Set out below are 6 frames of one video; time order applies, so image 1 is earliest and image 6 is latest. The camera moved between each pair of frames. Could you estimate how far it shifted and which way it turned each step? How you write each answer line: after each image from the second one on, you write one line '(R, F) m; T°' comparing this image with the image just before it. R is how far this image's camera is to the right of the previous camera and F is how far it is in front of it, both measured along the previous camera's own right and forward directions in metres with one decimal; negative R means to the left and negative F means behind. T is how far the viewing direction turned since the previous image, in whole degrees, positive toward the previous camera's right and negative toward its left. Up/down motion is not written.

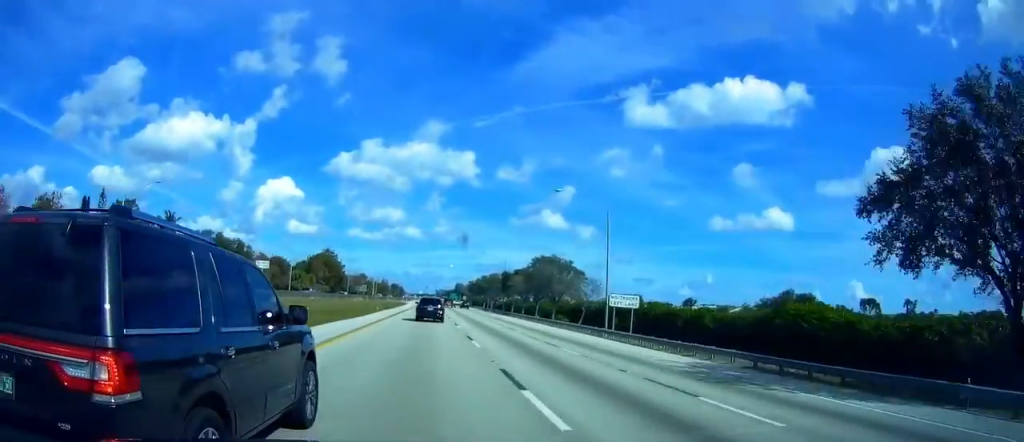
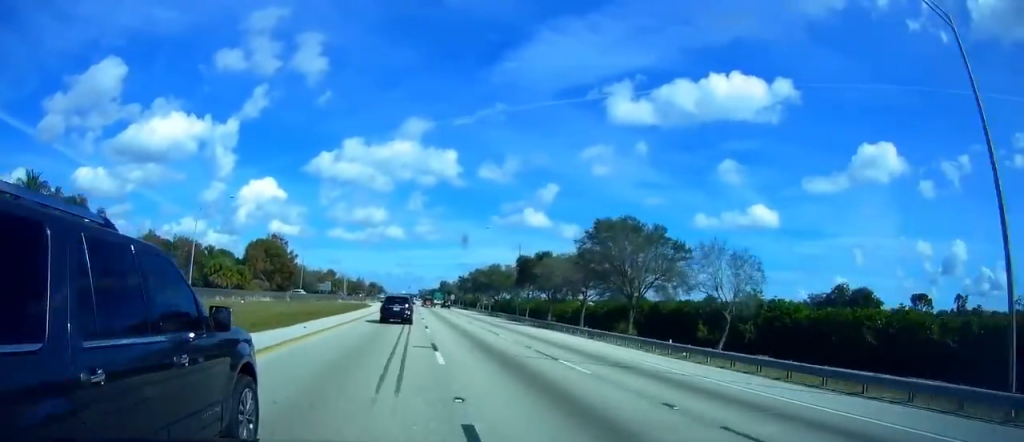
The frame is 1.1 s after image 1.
(+0.7, +41.4) m; +1°
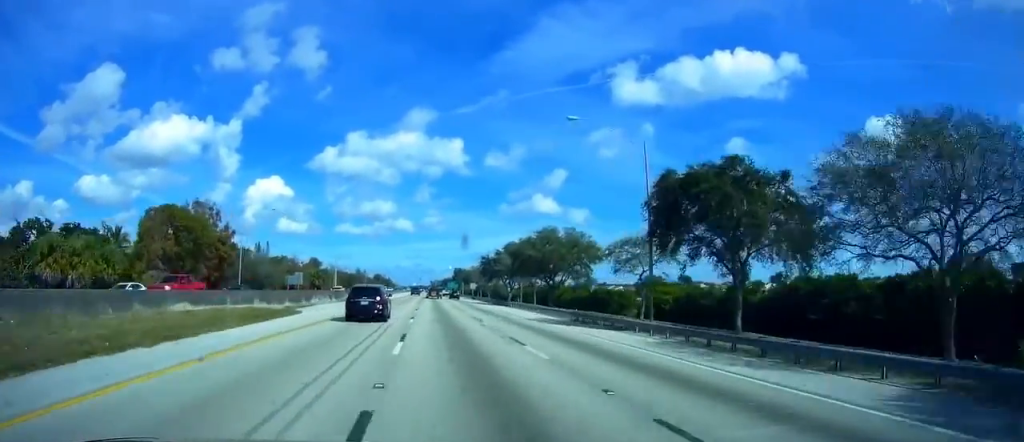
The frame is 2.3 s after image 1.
(+0.5, +48.5) m; 0°
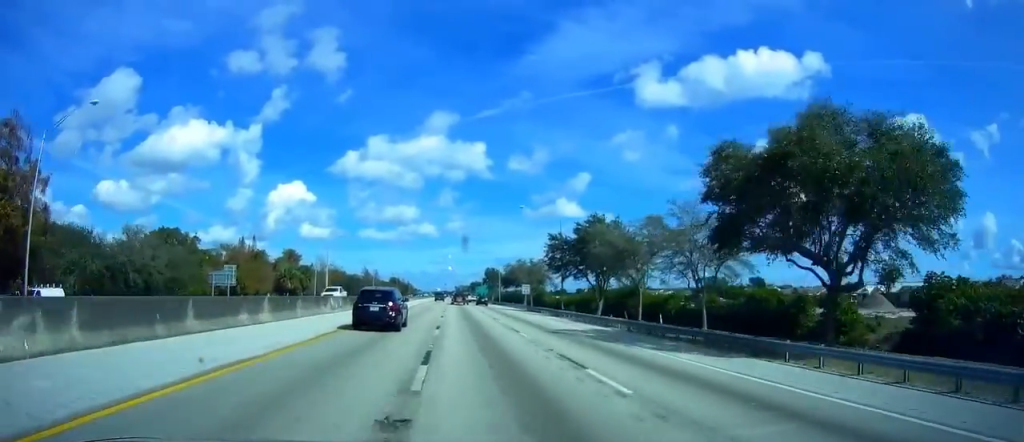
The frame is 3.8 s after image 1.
(-1.0, +54.8) m; -2°
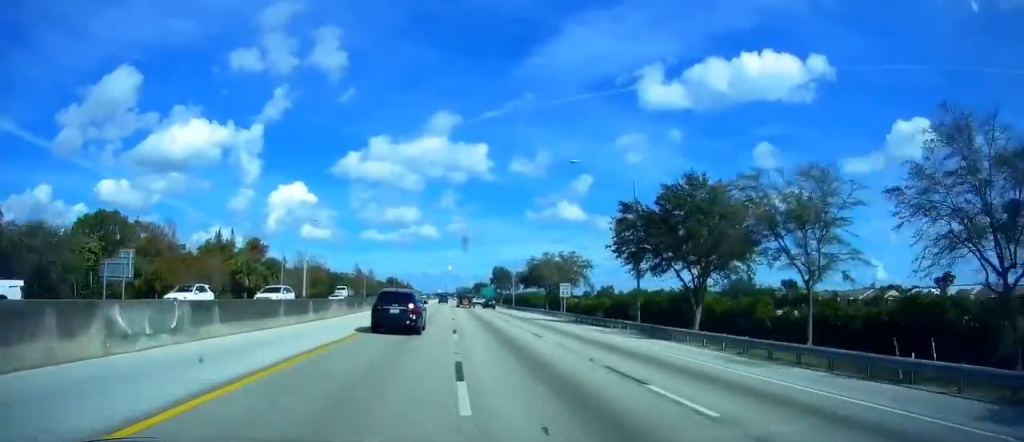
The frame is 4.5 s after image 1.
(-0.1, +26.5) m; 0°
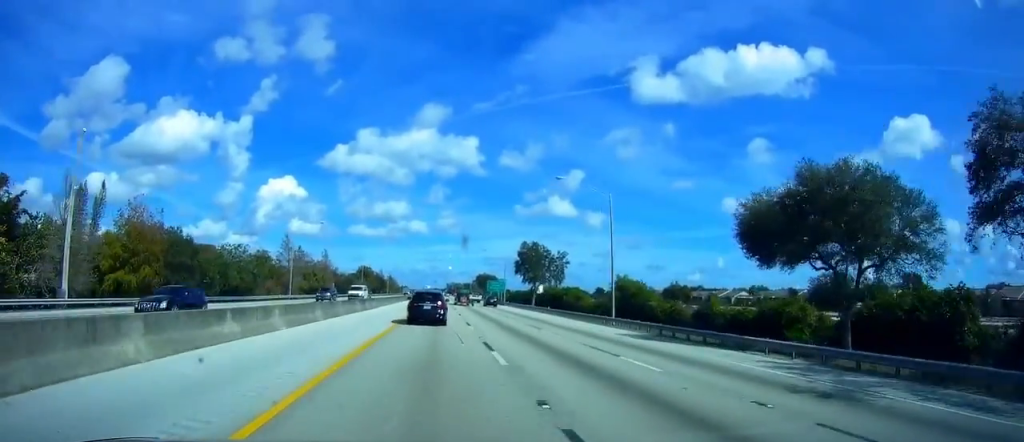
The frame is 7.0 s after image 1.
(-0.4, +83.3) m; +1°
